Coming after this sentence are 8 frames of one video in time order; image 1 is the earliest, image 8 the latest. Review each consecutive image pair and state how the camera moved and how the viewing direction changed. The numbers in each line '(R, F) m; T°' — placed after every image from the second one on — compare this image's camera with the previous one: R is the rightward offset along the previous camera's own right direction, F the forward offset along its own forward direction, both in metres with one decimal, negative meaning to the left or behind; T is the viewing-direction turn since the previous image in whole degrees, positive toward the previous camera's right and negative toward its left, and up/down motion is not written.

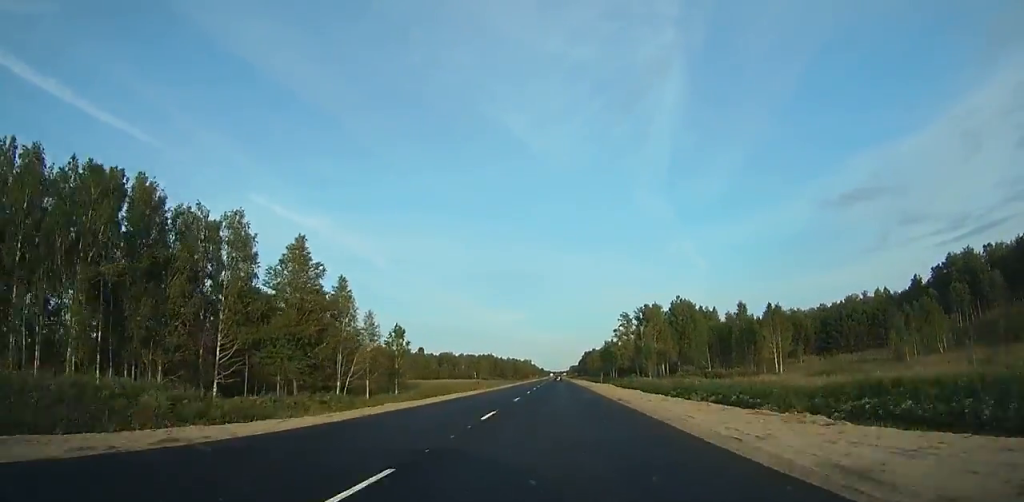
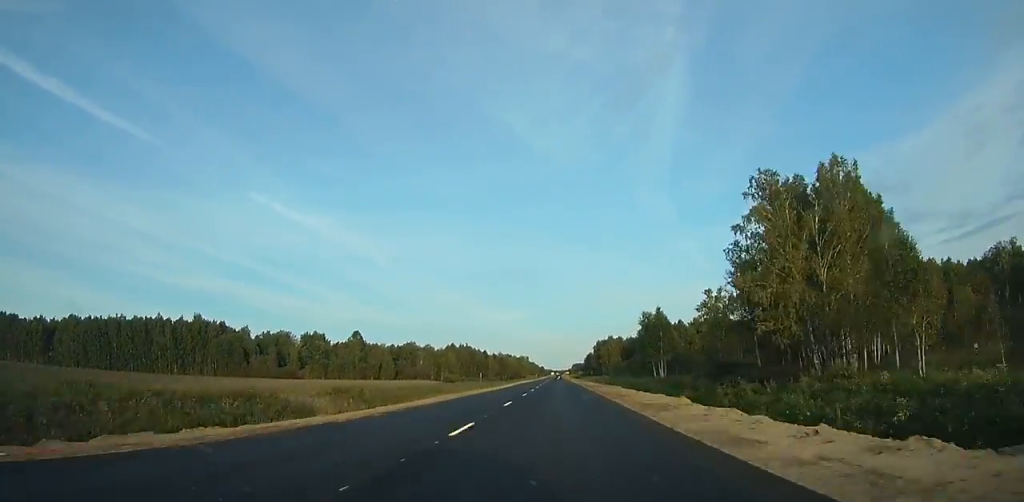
(0.0, +106.4) m; 0°
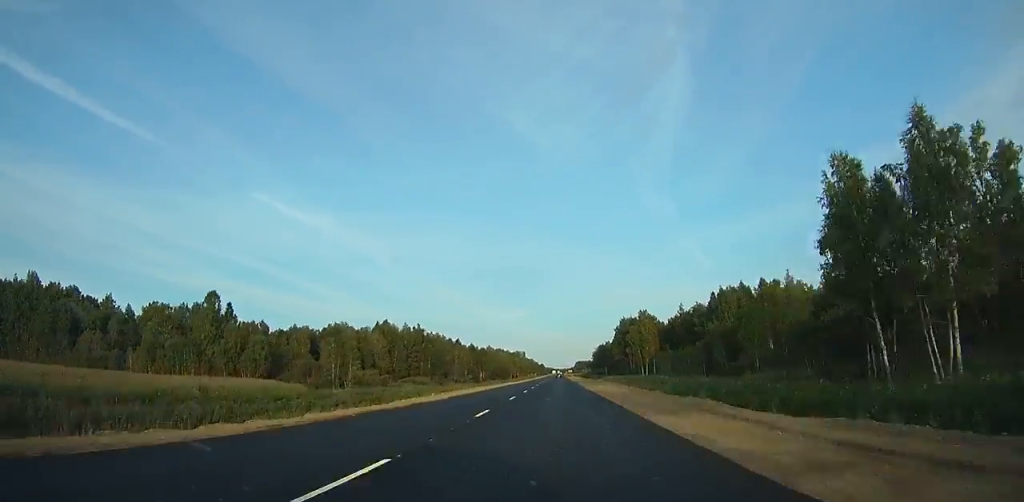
(-0.2, +90.6) m; 0°
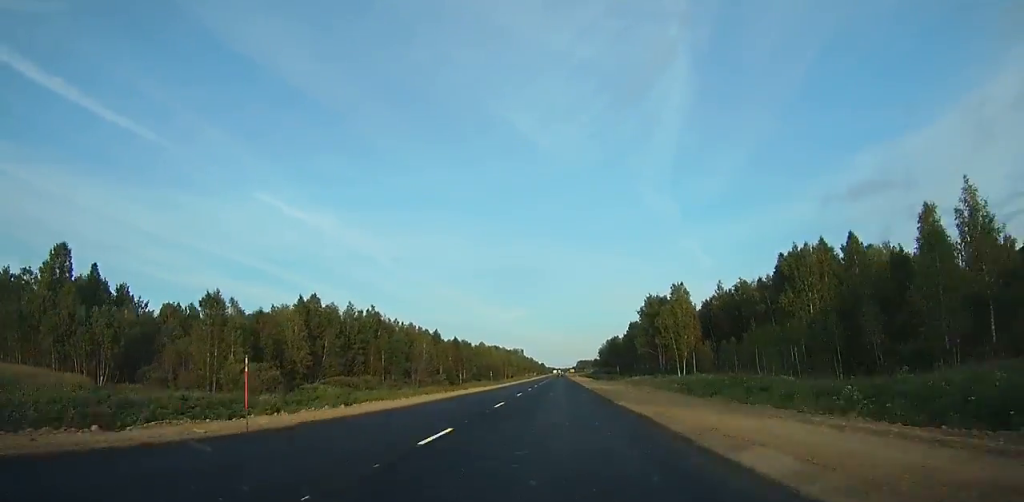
(0.0, +41.8) m; 0°
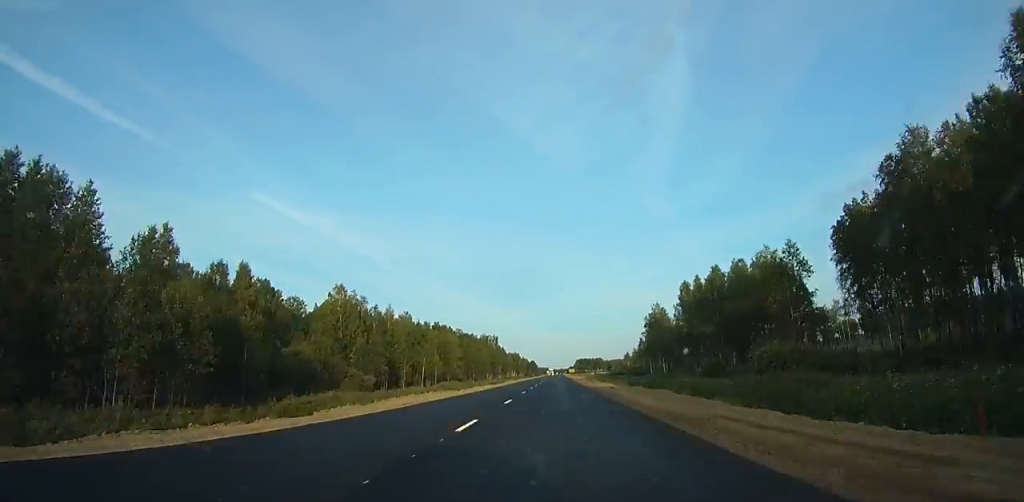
(0.0, +176.7) m; 0°
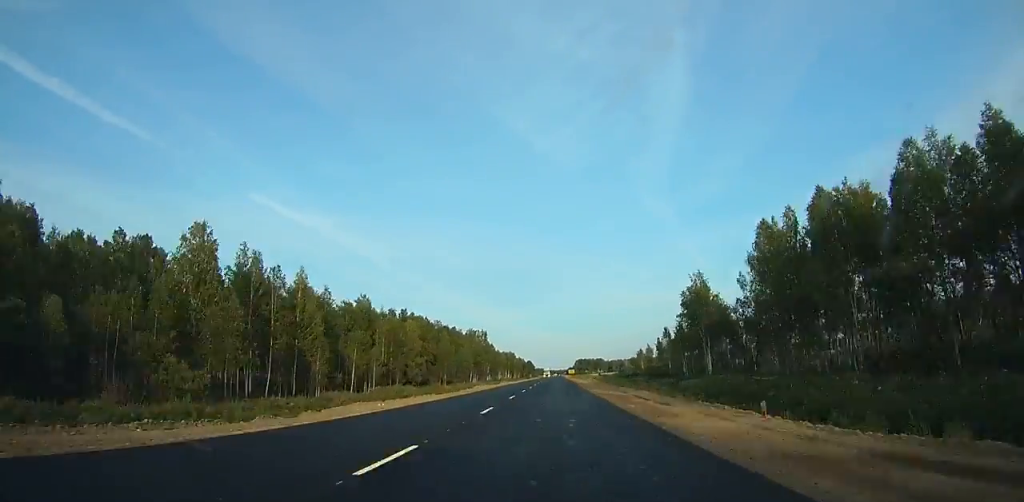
(0.0, +43.1) m; 0°
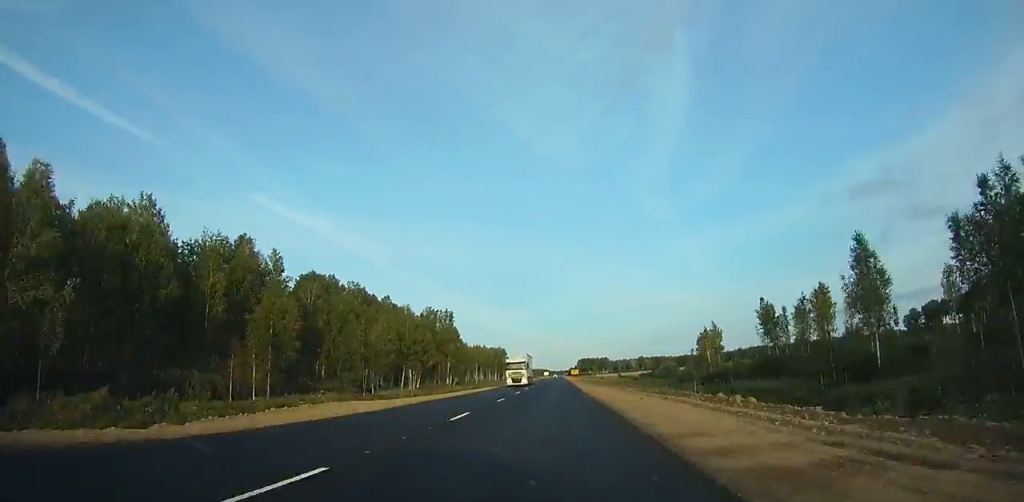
(+0.1, +90.5) m; 0°
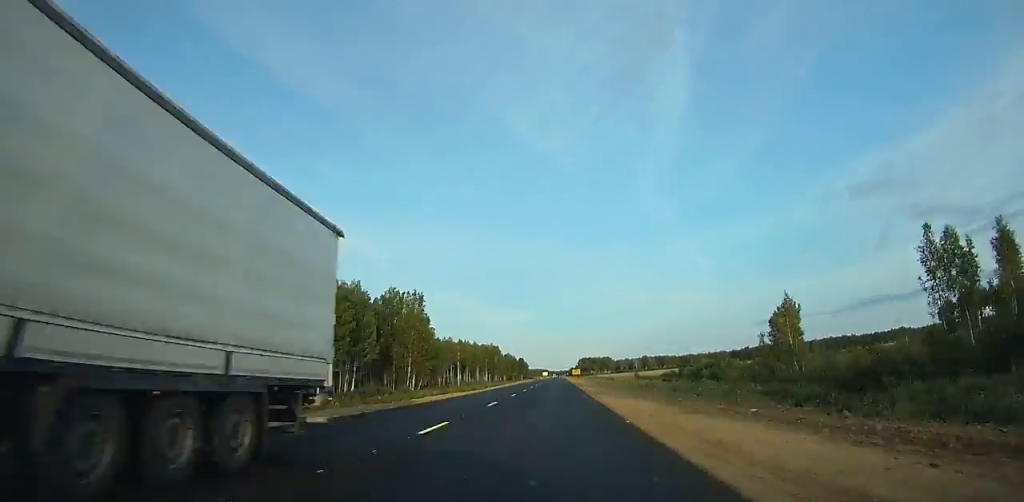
(0.0, +41.8) m; 0°
